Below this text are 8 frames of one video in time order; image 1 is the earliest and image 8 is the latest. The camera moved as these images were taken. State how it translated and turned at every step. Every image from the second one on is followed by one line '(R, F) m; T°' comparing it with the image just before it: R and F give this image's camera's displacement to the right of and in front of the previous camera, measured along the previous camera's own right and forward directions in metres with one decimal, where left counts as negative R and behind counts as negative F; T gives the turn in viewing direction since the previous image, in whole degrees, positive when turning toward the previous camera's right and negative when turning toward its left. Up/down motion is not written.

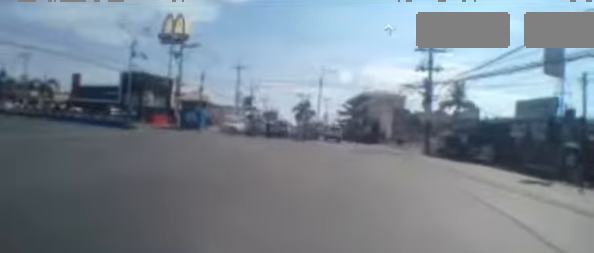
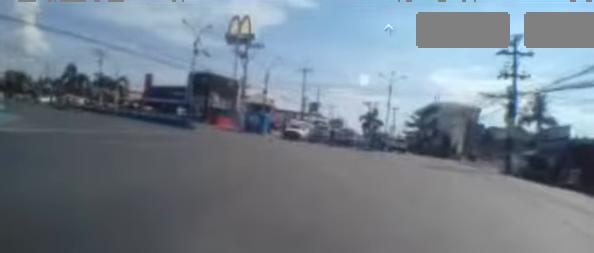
(0.0, +1.6) m; -3°
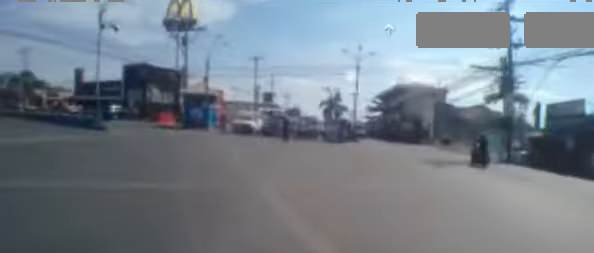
(-0.6, +5.8) m; -6°
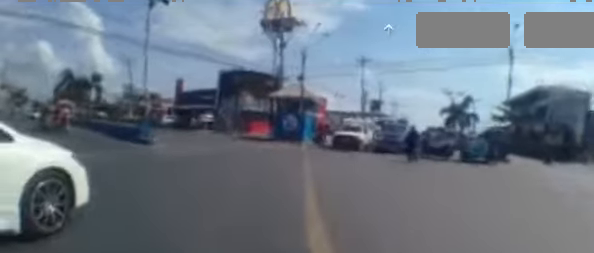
(-0.2, +7.6) m; -13°
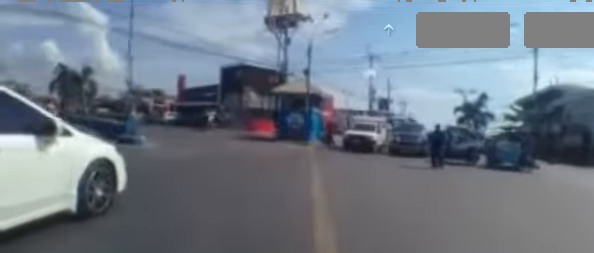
(-0.3, +1.7) m; -4°
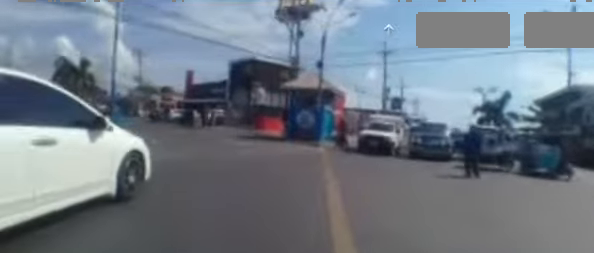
(-0.1, +1.7) m; -4°
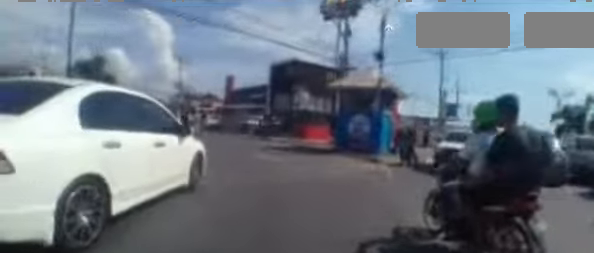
(-0.2, +4.9) m; -13°
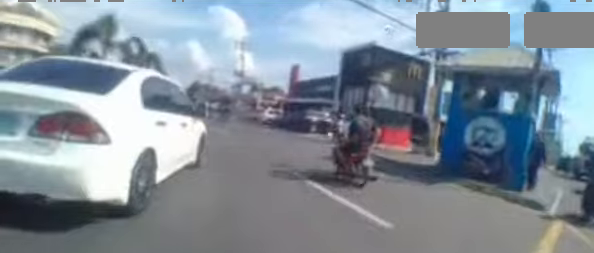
(-1.3, +8.0) m; -10°
